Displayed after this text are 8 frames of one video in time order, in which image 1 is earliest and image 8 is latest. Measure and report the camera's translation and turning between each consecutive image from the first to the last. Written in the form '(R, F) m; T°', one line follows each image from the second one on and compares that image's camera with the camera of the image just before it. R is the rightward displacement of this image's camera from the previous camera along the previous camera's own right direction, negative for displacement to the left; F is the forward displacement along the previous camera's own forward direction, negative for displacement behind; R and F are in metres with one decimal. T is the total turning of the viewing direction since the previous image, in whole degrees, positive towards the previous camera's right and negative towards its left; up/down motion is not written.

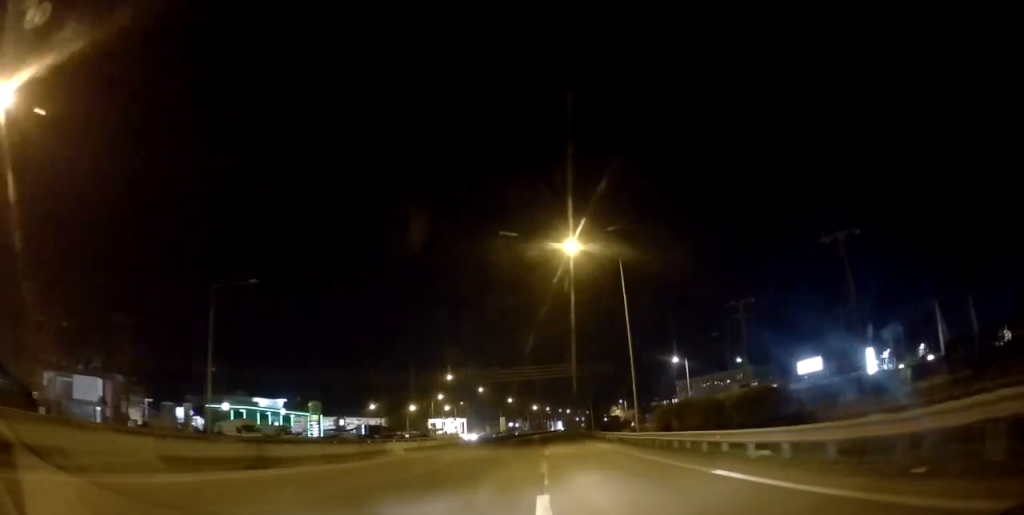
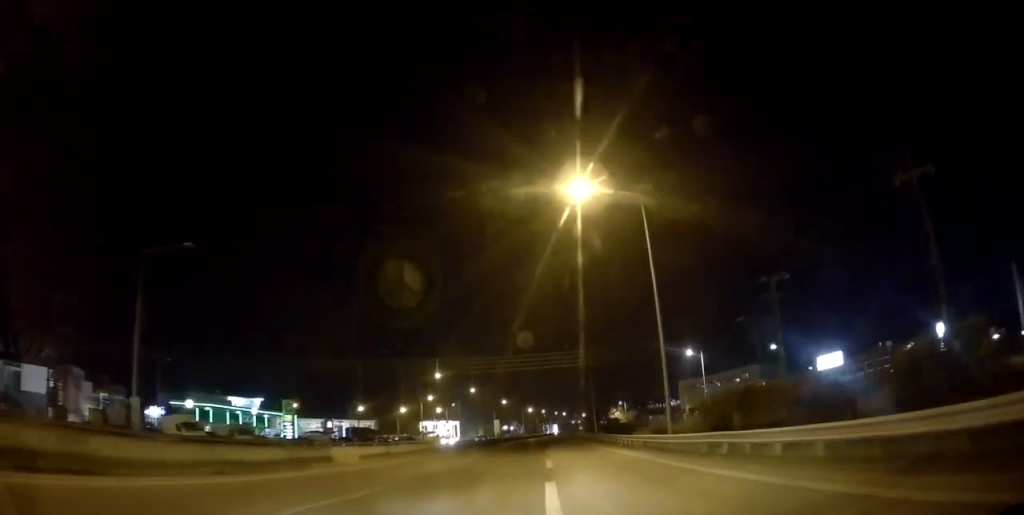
(0.0, +9.5) m; 0°
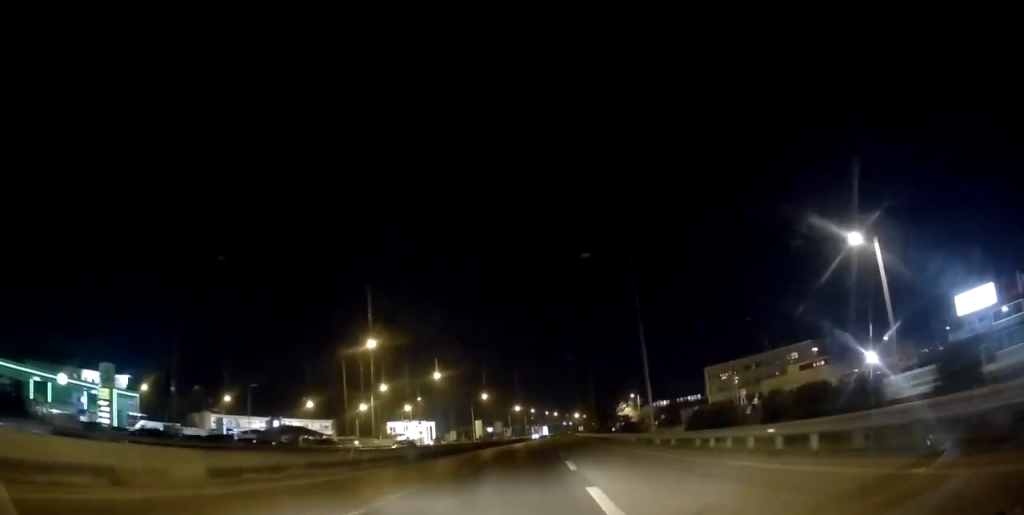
(-0.1, +40.7) m; -1°
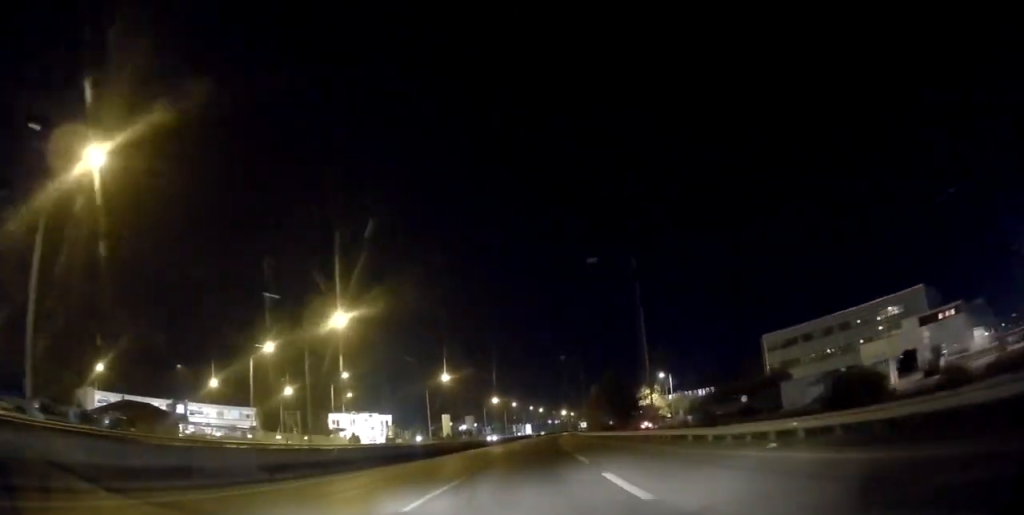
(+1.2, +48.7) m; +3°
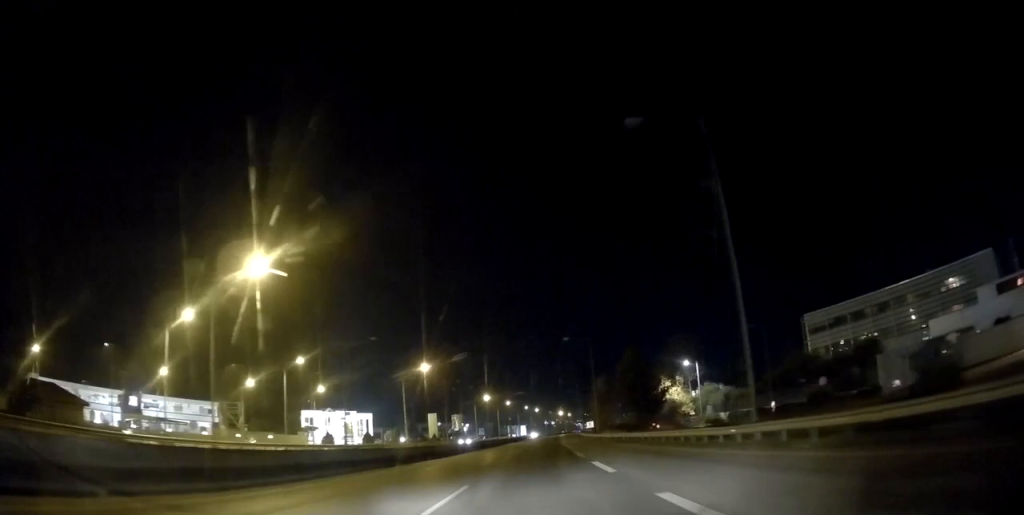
(+0.1, +18.4) m; 0°
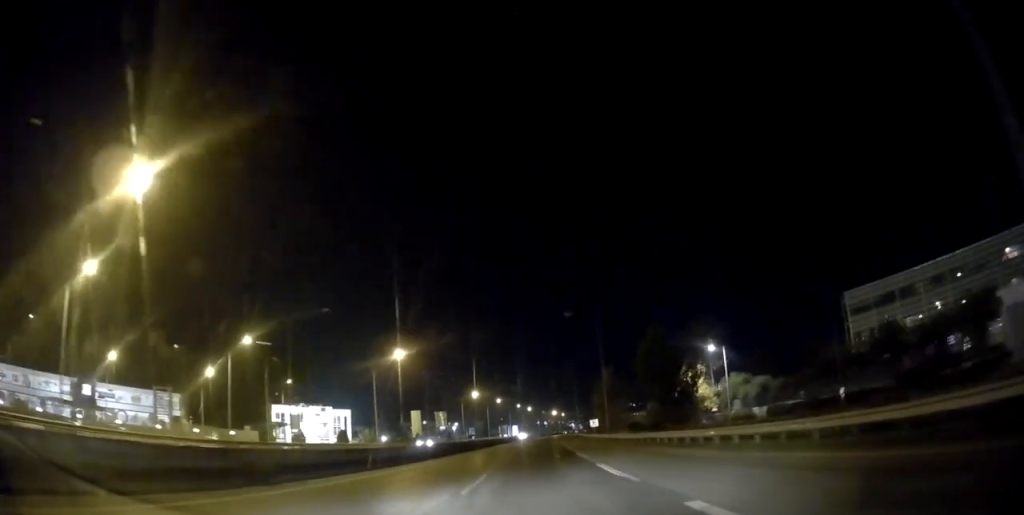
(0.0, +14.3) m; +1°
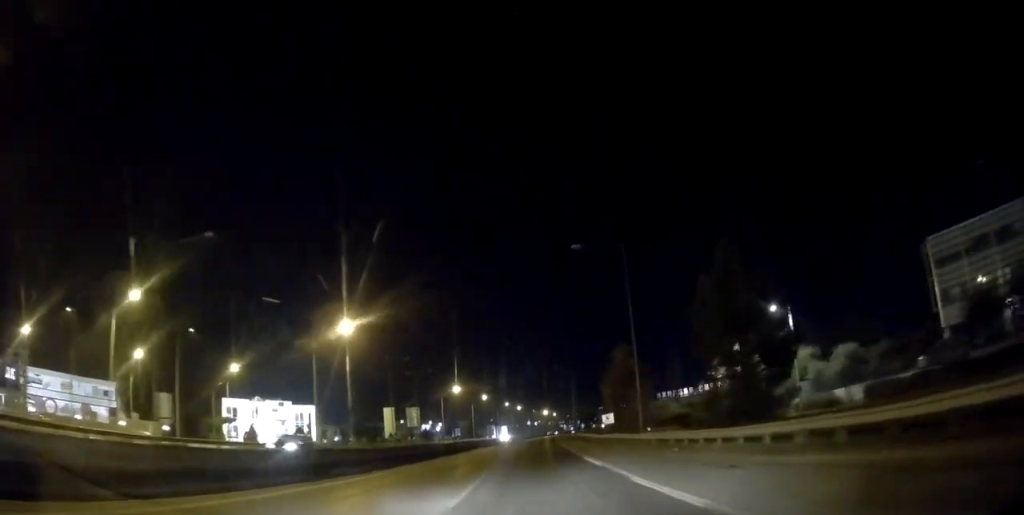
(0.0, +20.3) m; +1°
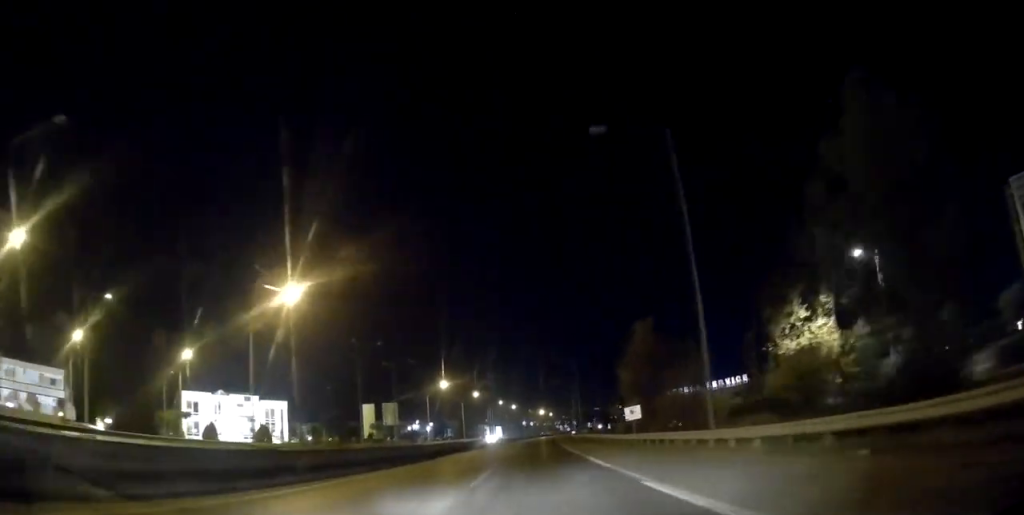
(+0.3, +14.3) m; +1°
